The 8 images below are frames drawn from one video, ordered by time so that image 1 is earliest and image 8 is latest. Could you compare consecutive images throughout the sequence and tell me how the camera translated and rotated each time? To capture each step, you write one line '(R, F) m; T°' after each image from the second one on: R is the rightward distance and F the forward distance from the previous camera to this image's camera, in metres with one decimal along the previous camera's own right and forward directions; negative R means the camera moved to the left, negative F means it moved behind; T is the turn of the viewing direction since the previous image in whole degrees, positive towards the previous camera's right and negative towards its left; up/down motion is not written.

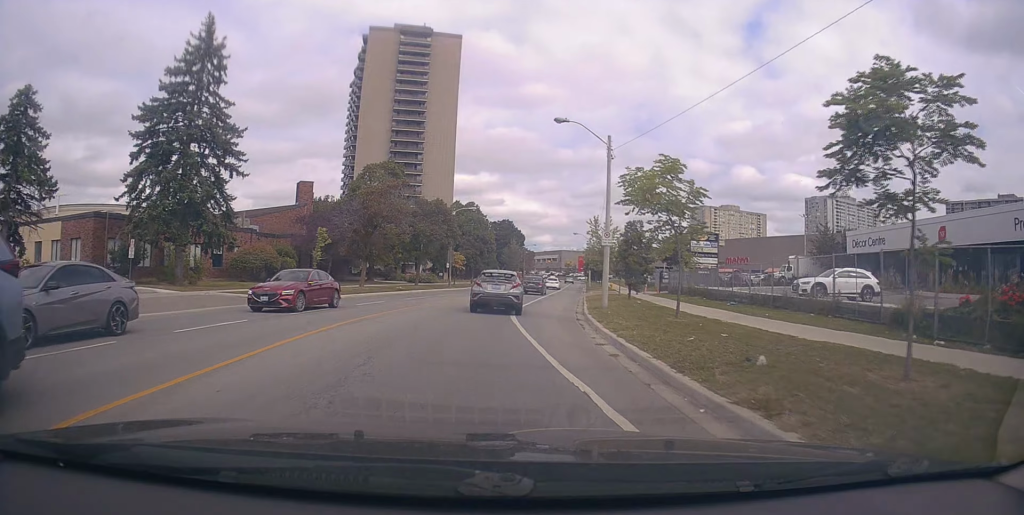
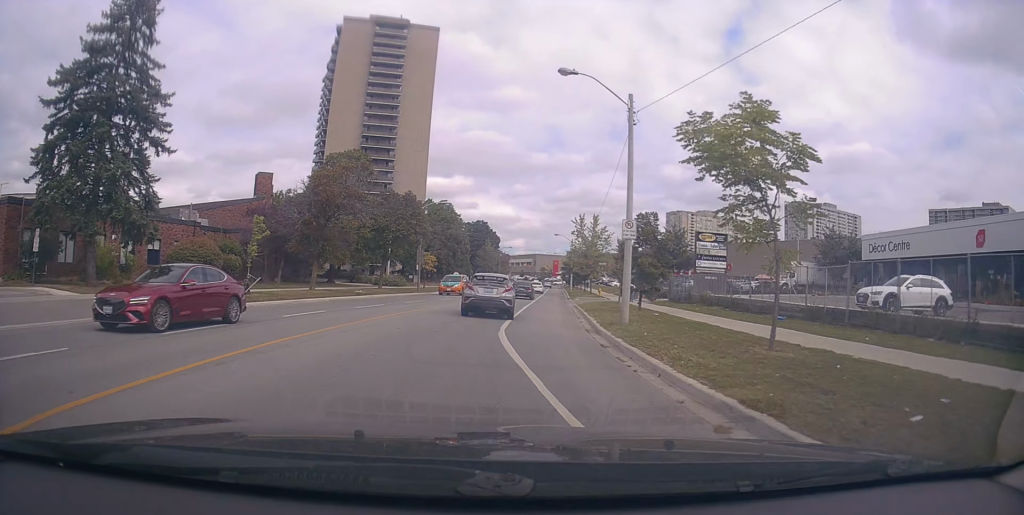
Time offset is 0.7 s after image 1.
(0.0, +6.7) m; +2°
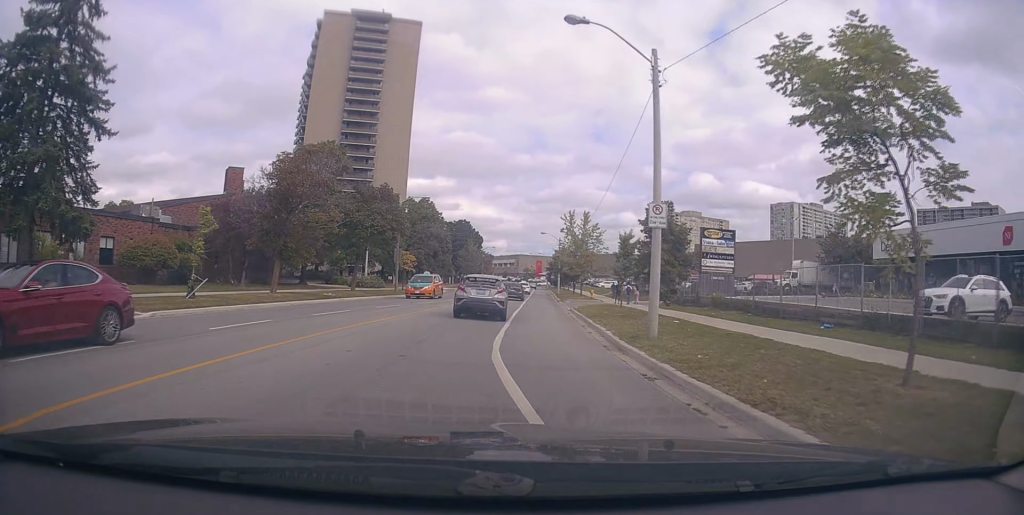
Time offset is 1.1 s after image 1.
(+0.1, +4.2) m; +2°
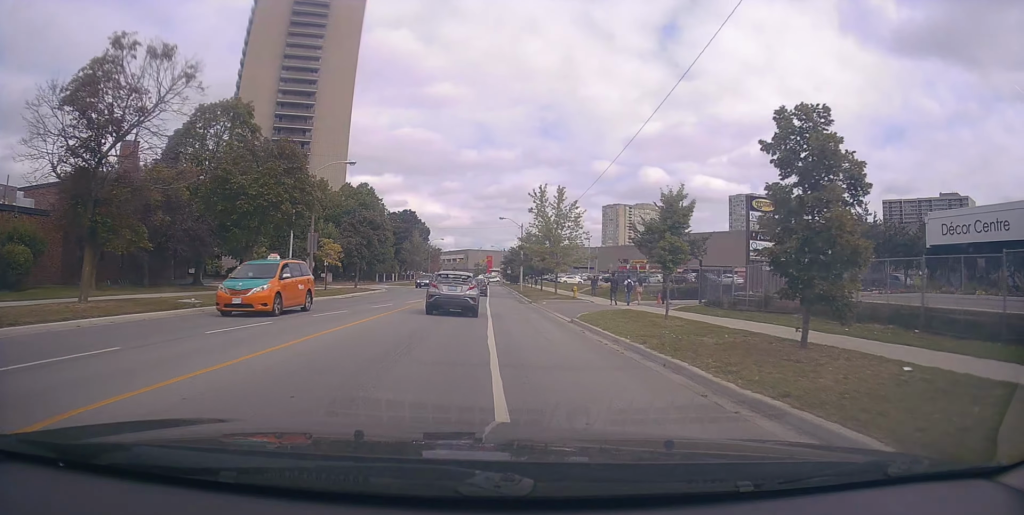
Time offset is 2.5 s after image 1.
(+0.6, +13.5) m; +4°
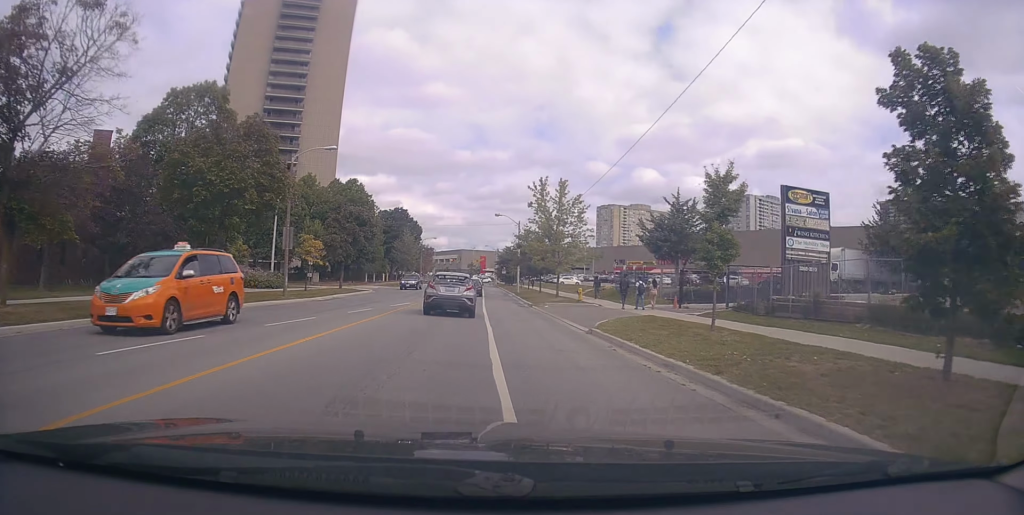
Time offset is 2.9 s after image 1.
(0.0, +3.9) m; +1°
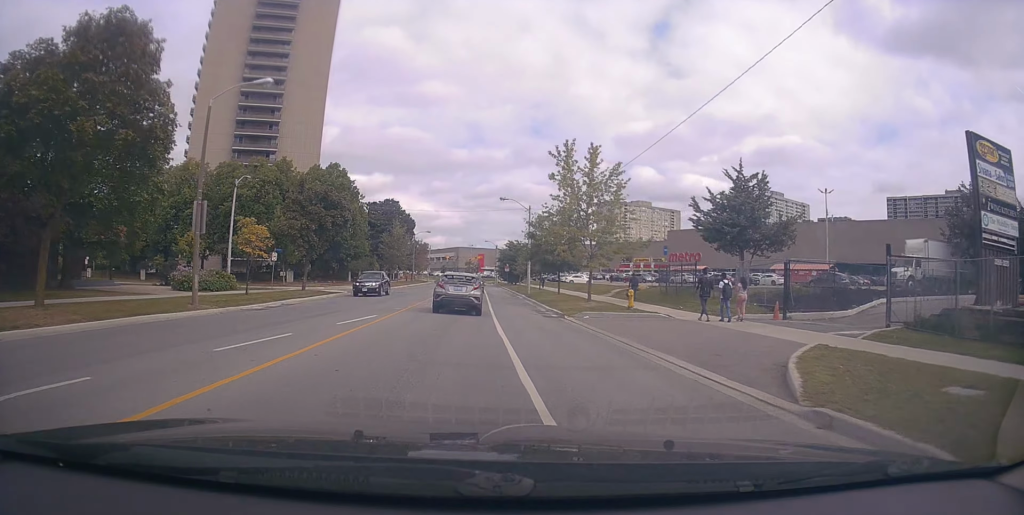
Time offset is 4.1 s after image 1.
(+0.3, +11.2) m; +3°
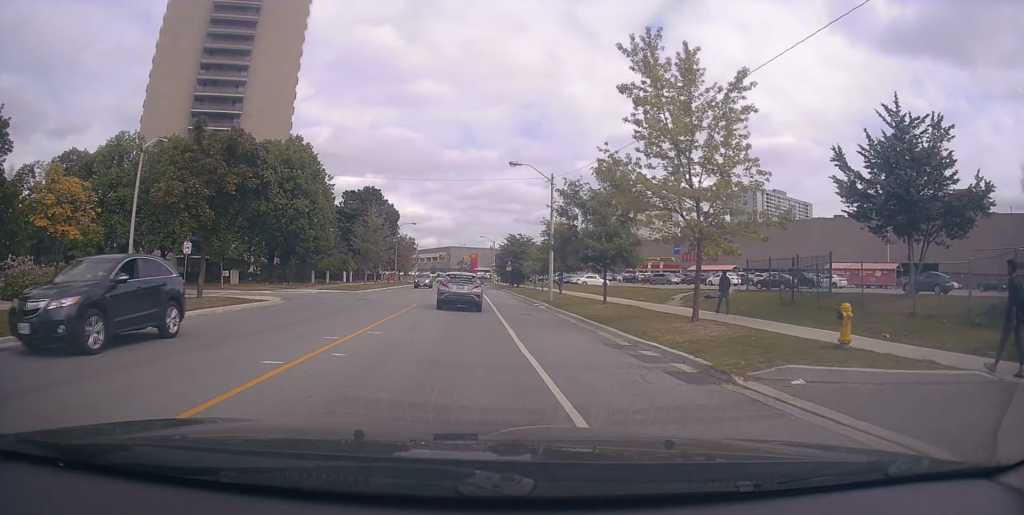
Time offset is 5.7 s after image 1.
(+0.2, +15.3) m; 0°
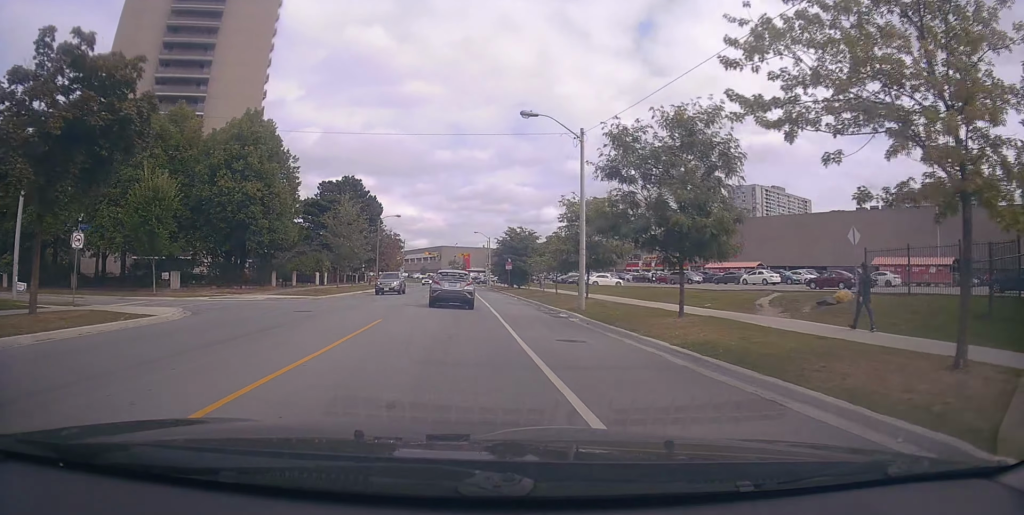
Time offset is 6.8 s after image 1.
(-0.2, +10.1) m; 0°
